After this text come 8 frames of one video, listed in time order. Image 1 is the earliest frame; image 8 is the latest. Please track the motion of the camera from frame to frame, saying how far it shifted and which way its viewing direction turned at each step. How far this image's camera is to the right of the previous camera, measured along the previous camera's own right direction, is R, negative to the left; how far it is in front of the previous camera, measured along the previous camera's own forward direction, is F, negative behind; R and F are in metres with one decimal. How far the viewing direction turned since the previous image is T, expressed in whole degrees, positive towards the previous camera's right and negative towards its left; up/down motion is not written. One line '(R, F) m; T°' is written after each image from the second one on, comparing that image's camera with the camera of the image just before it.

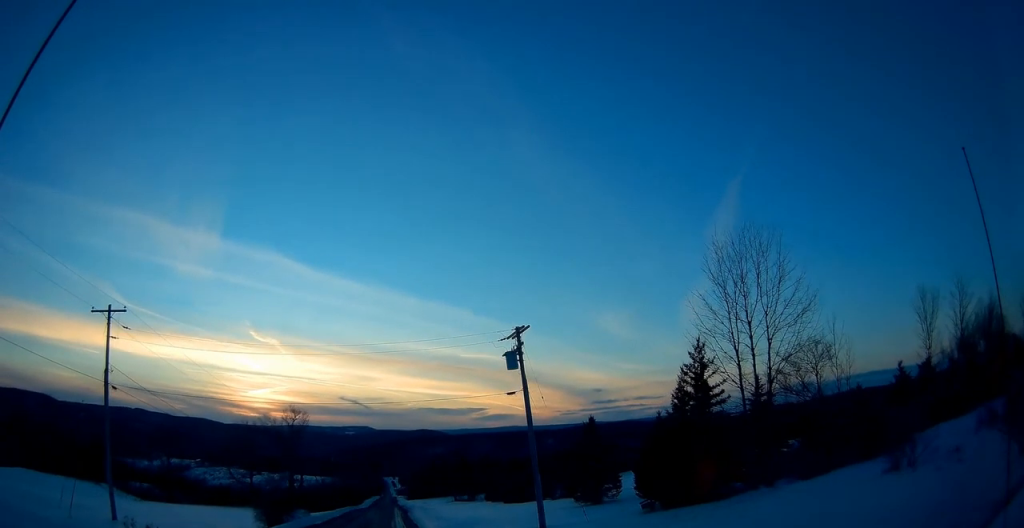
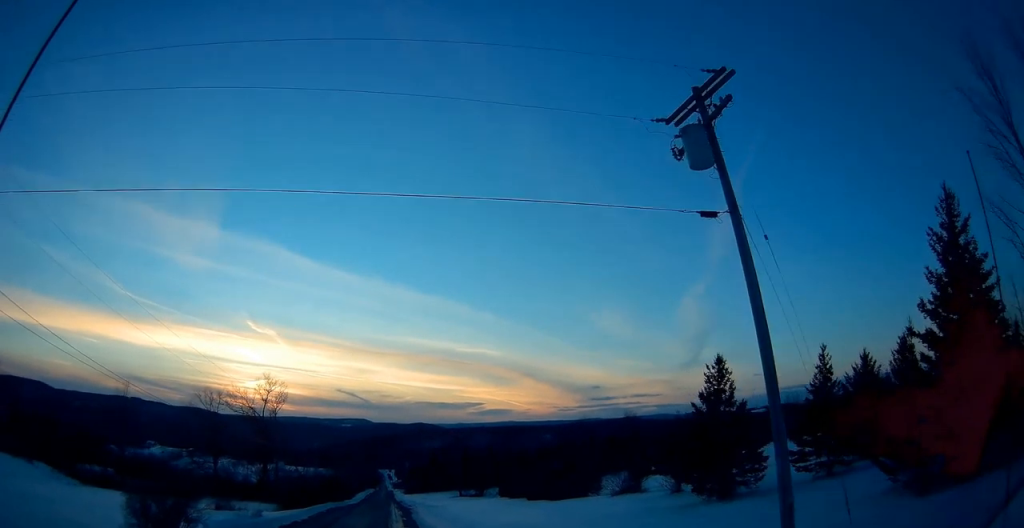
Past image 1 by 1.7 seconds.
(+0.9, +17.4) m; +4°
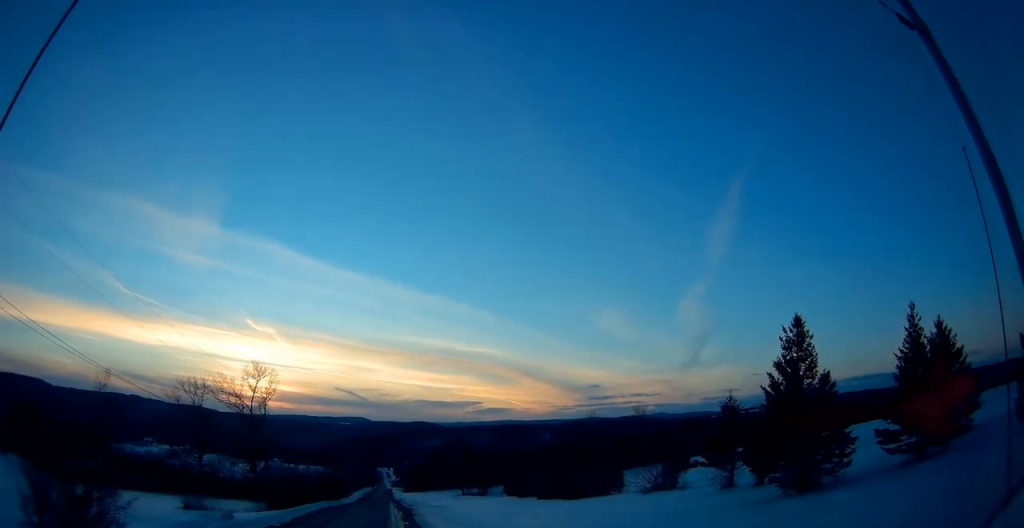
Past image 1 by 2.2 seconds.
(0.0, +5.9) m; 0°
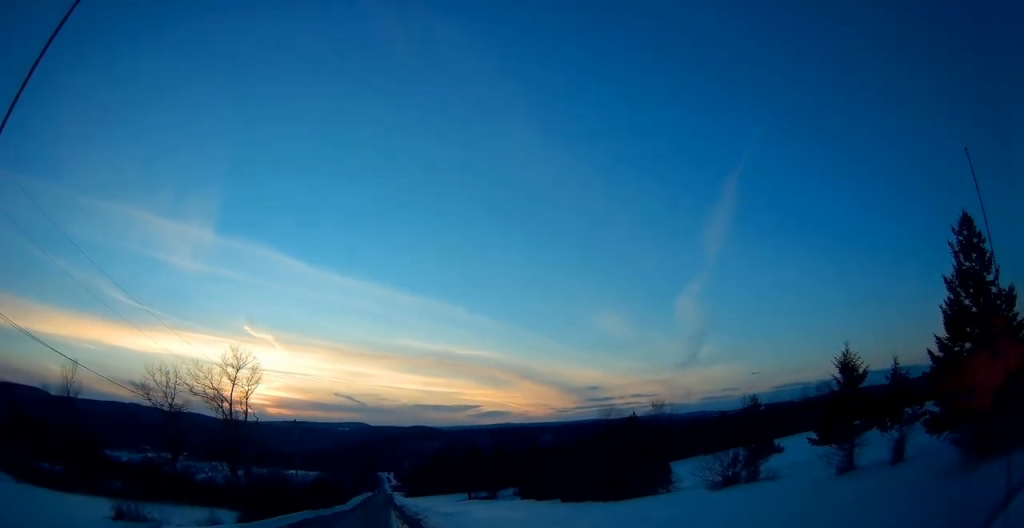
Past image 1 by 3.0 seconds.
(-0.2, +9.1) m; -2°
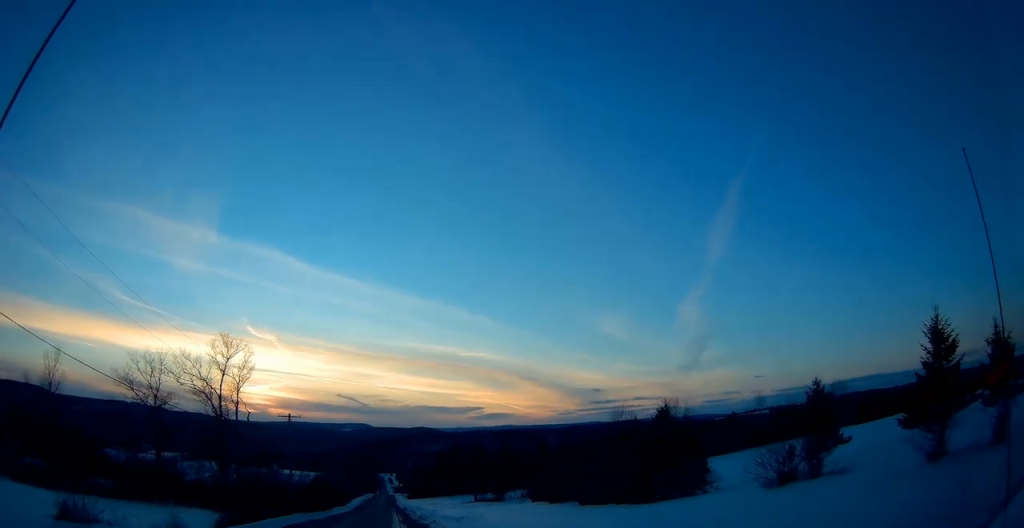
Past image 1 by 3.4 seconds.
(0.0, +5.0) m; 0°
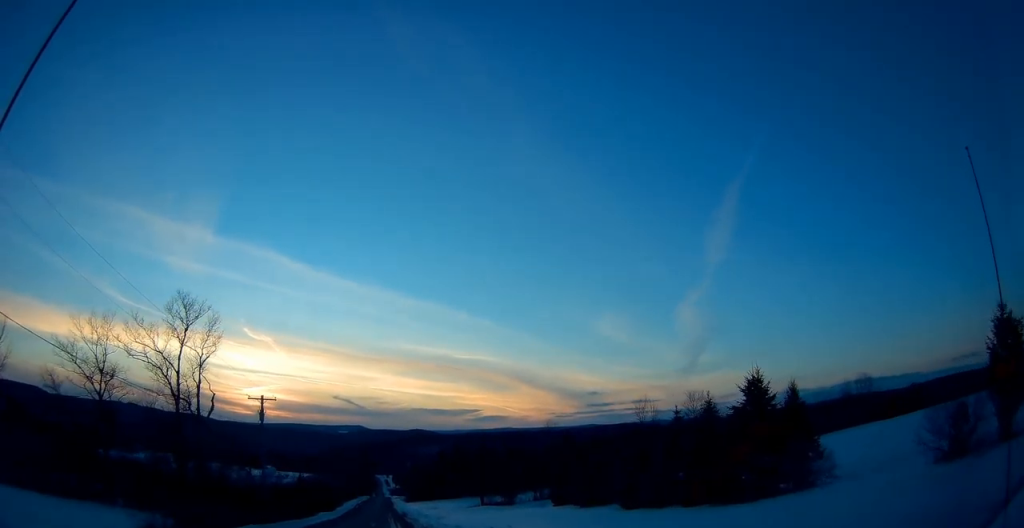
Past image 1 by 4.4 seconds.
(0.0, +11.6) m; 0°
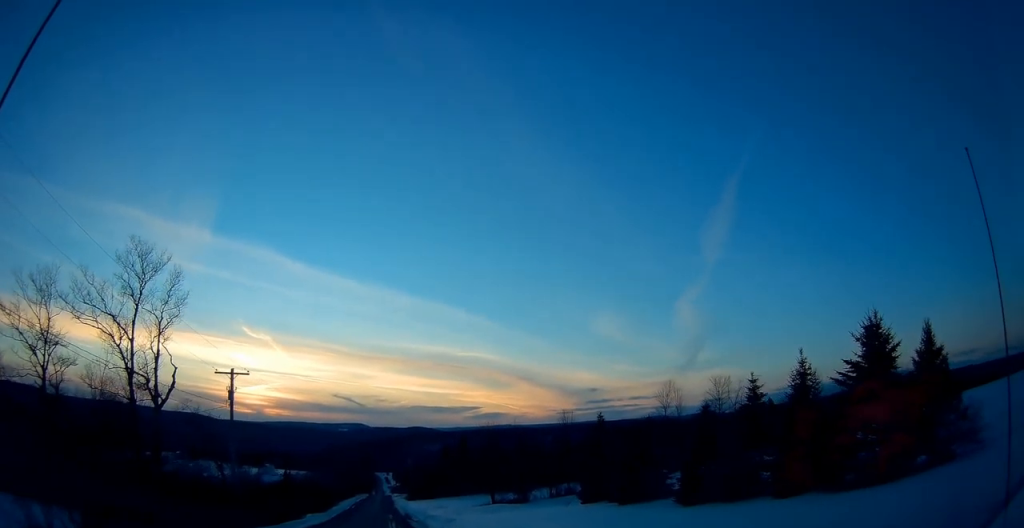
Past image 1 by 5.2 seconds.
(0.0, +9.3) m; 0°
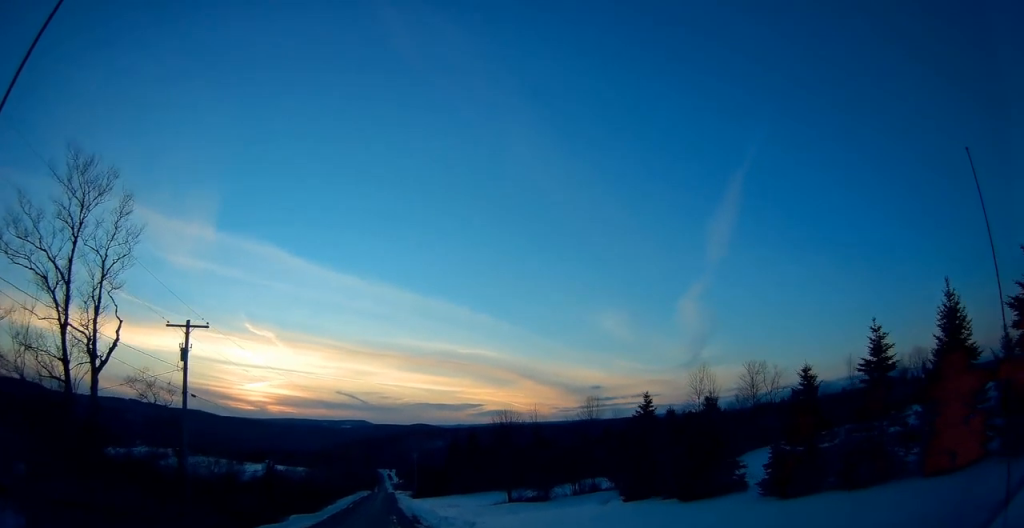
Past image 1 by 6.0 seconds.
(0.0, +9.3) m; 0°
